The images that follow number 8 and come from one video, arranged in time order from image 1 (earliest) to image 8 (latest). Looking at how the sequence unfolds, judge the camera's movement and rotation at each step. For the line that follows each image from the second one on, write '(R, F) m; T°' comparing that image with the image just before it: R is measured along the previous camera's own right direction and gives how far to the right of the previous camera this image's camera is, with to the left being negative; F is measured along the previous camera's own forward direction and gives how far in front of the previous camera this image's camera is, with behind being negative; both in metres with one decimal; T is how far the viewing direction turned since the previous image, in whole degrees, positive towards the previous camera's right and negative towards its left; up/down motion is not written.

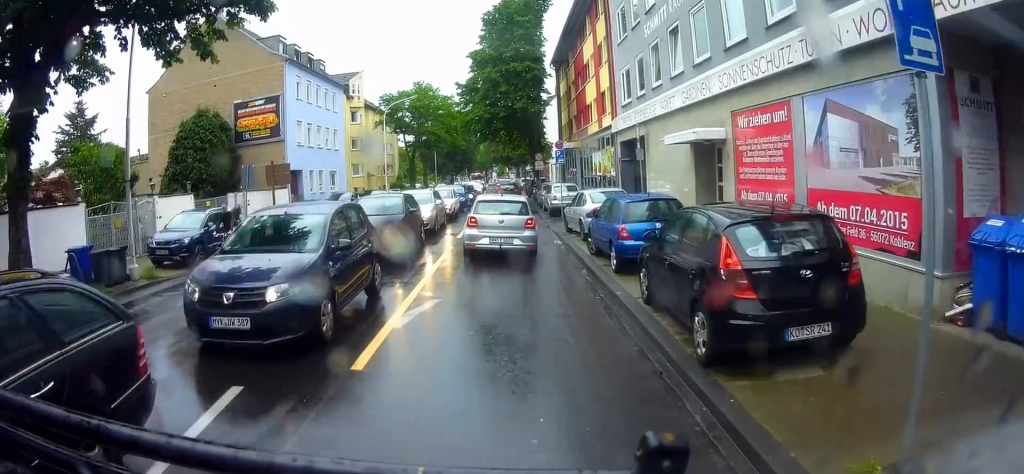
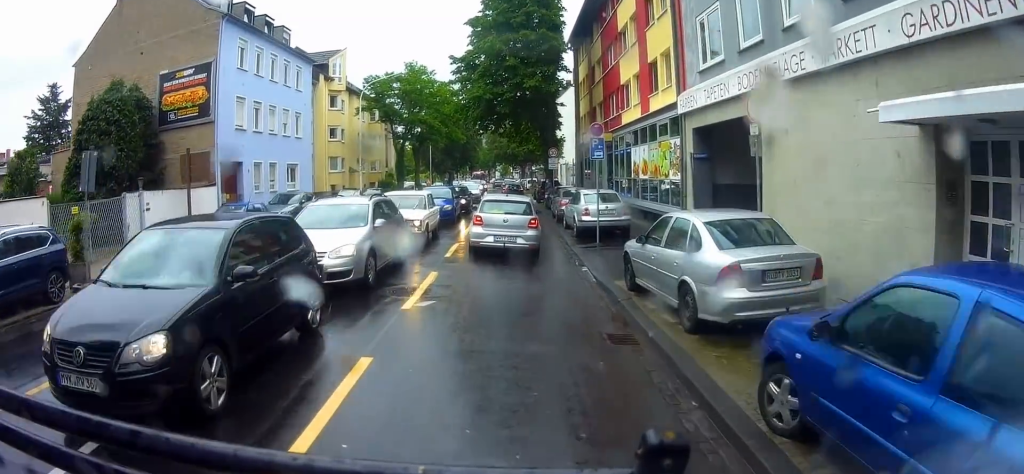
(-1.2, +9.5) m; -4°
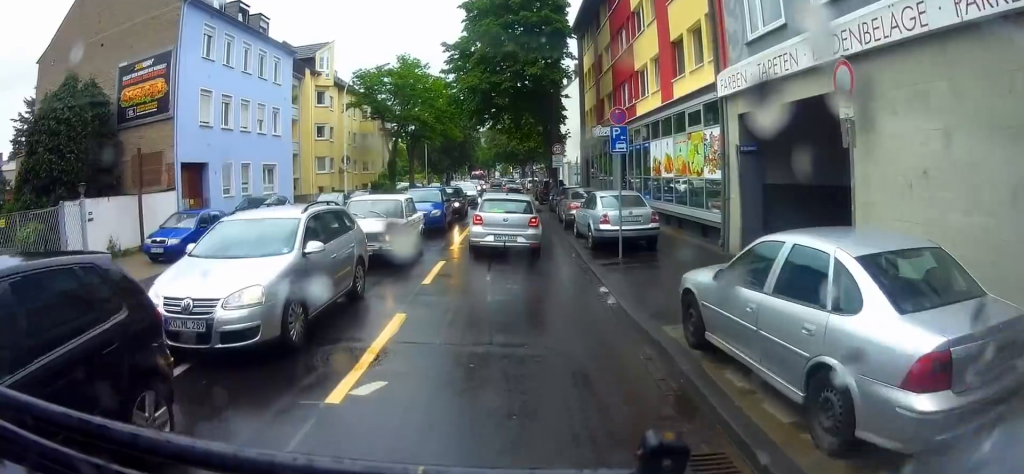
(+0.6, +3.4) m; +5°
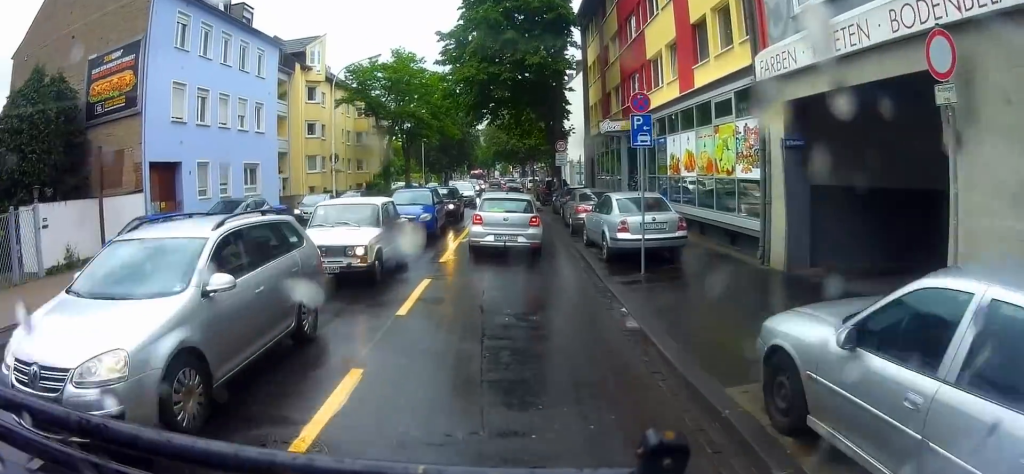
(+0.1, +2.3) m; +2°
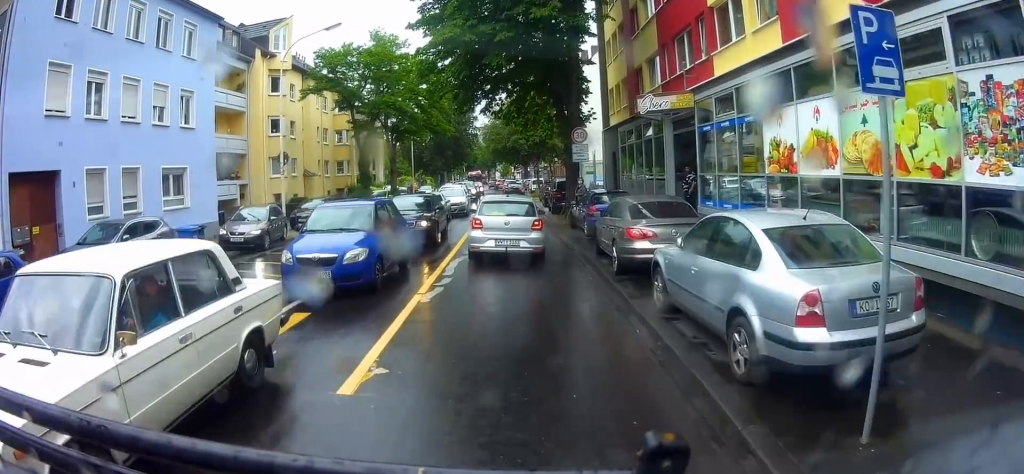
(-0.2, +7.1) m; -1°
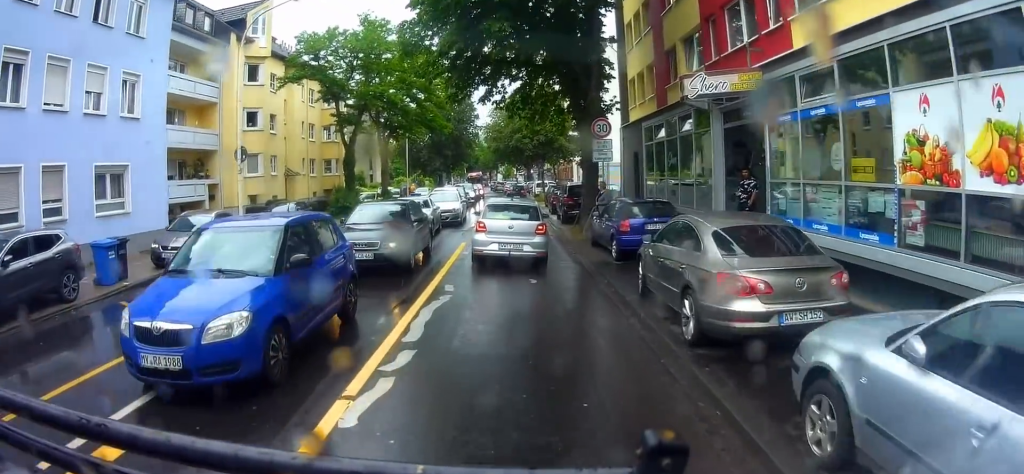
(0.0, +4.3) m; +1°
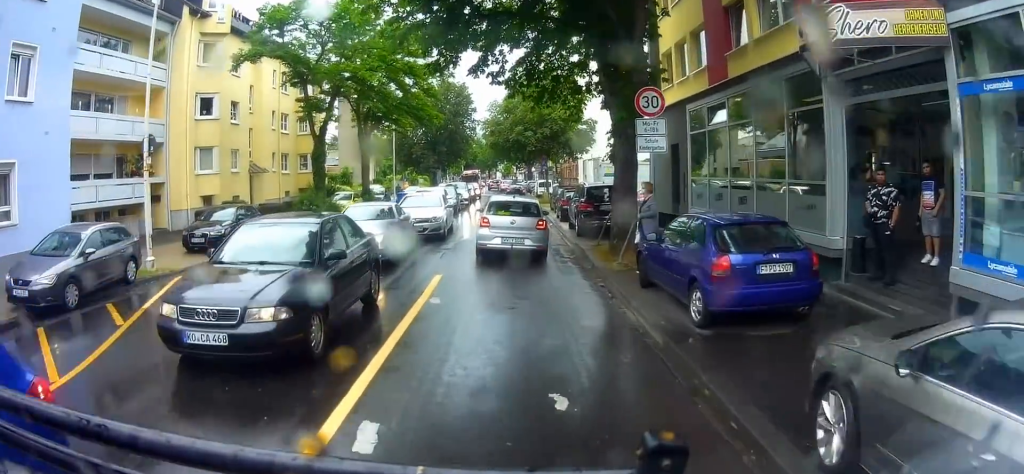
(+0.2, +6.2) m; +1°
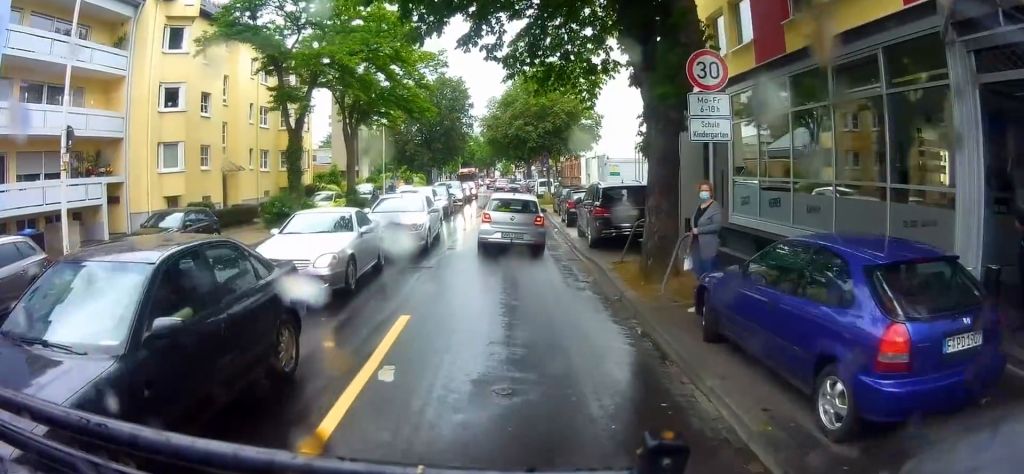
(0.0, +3.6) m; -1°
